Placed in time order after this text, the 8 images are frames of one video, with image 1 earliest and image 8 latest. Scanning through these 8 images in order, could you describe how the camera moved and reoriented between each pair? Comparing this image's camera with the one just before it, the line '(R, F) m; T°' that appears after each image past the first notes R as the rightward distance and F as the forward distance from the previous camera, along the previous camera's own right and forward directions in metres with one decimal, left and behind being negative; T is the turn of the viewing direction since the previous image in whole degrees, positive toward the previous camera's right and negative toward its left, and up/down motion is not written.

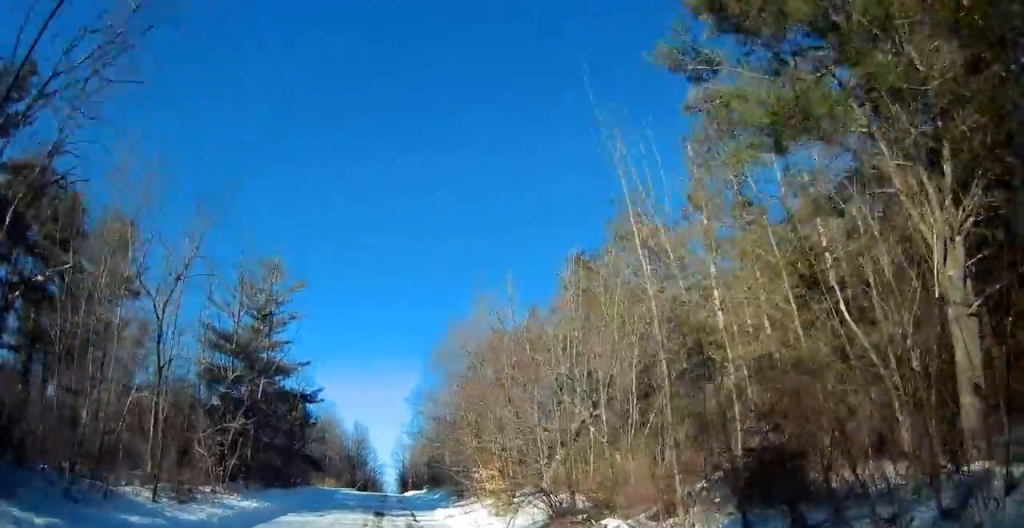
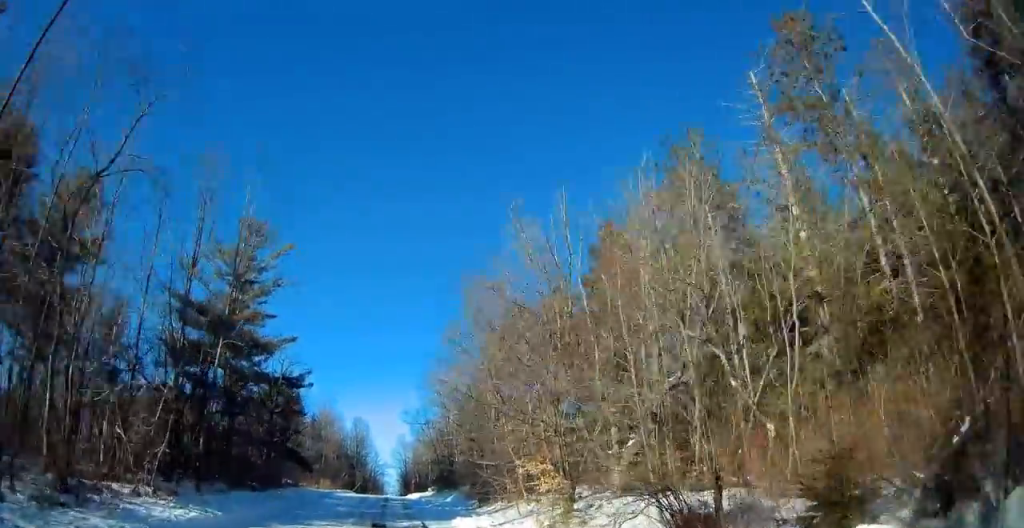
(0.0, +8.2) m; 0°
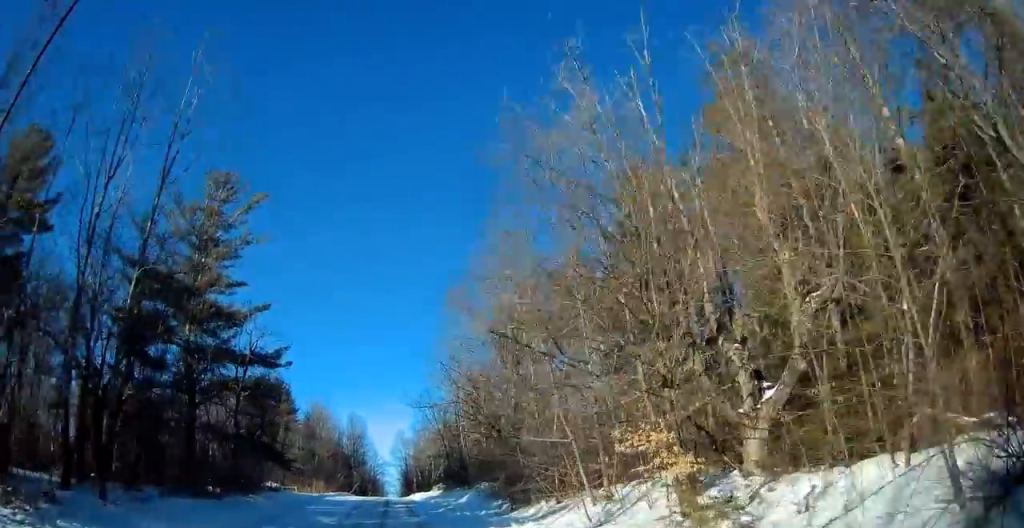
(0.0, +7.9) m; 0°
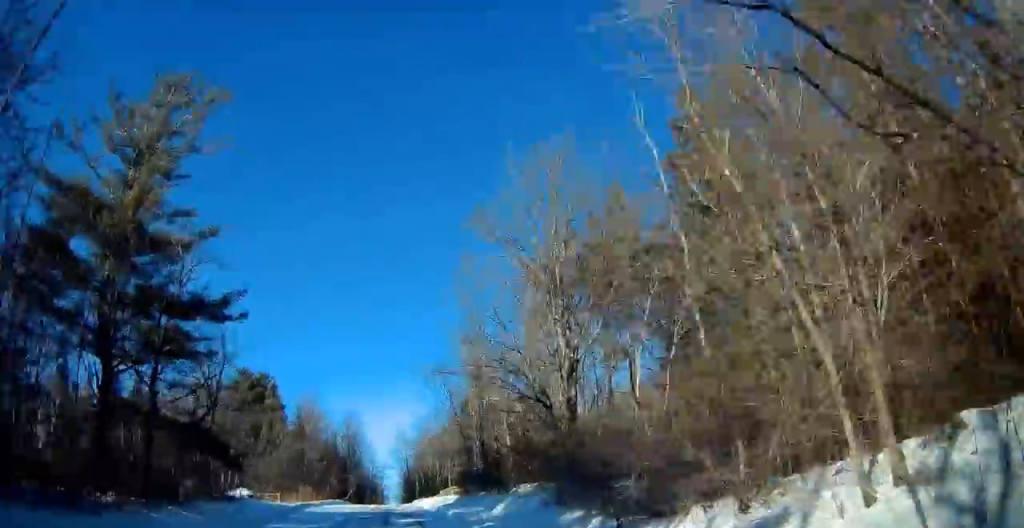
(-0.1, +10.7) m; -1°
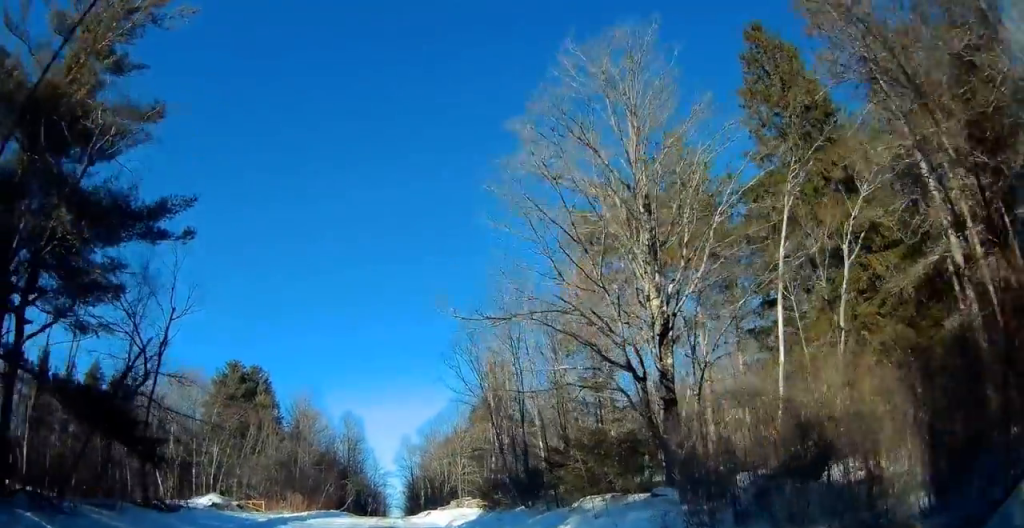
(-0.1, +8.1) m; -1°
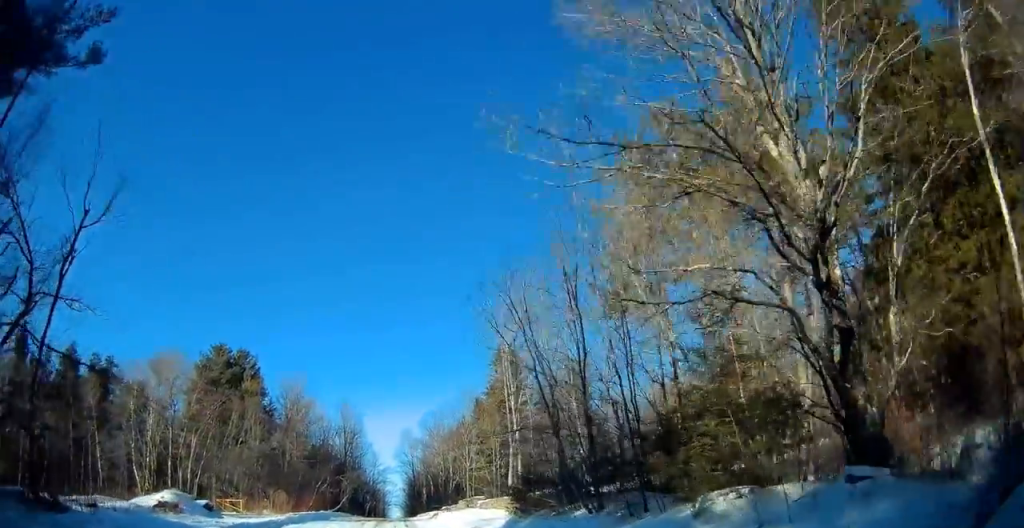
(0.0, +7.2) m; 0°
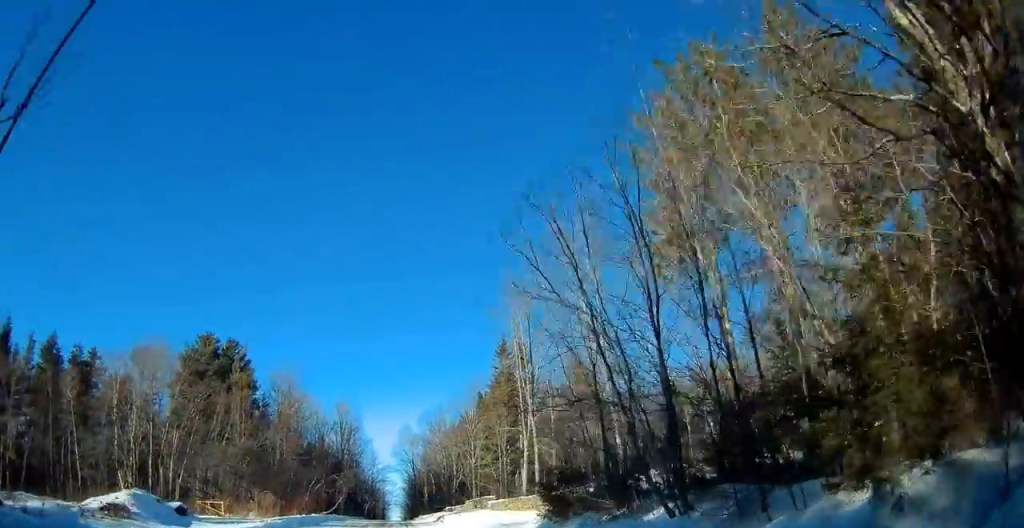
(0.0, +4.7) m; -1°
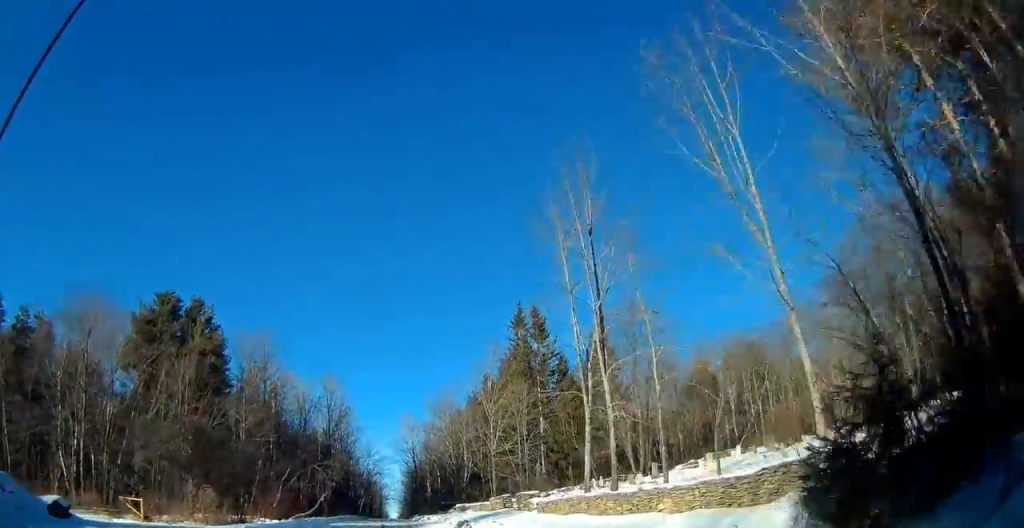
(-0.2, +12.3) m; 0°
